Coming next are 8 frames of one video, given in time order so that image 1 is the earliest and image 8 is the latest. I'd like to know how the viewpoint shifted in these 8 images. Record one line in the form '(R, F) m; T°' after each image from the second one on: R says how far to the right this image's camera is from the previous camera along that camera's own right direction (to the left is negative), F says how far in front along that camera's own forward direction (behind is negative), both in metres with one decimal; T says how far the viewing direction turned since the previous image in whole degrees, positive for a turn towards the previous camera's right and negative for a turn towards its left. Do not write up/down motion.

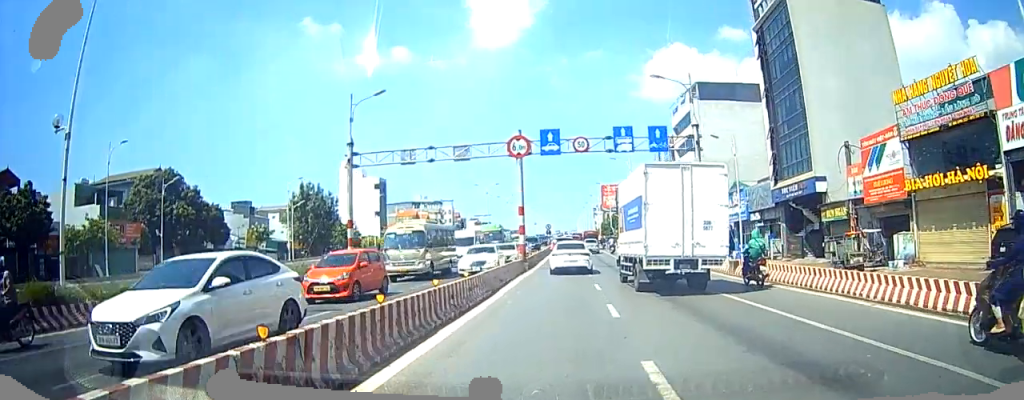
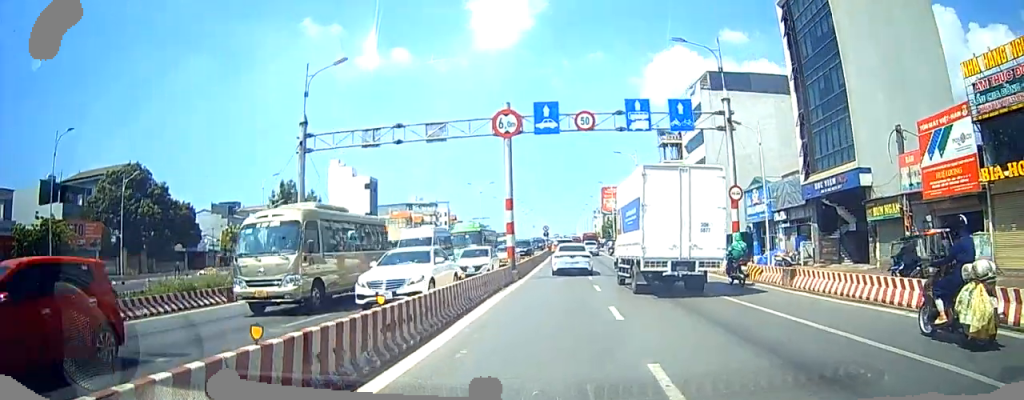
(0.0, +5.2) m; +1°
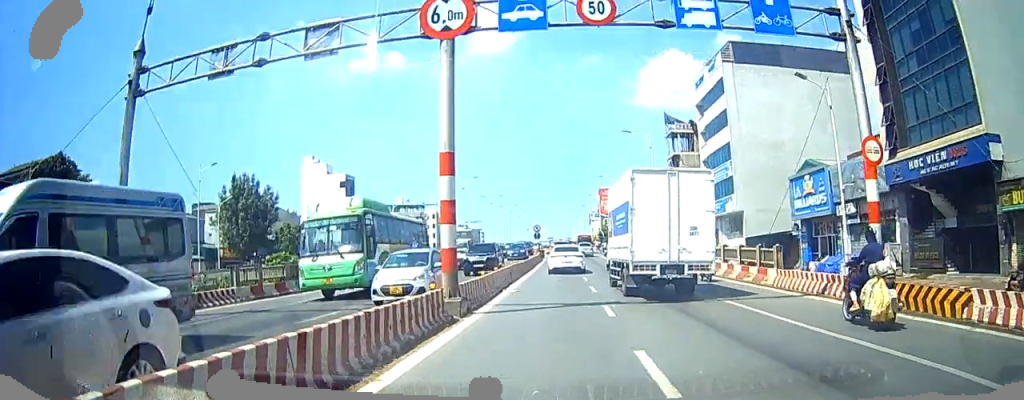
(+0.1, +10.2) m; +1°
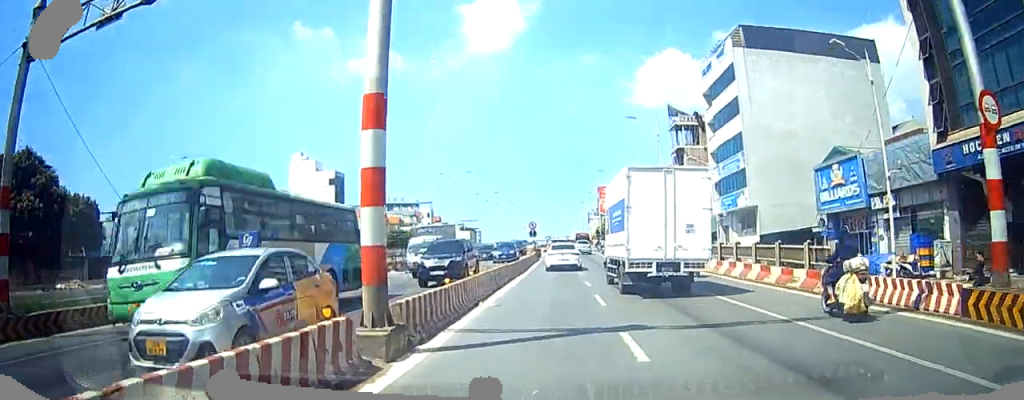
(0.0, +4.4) m; 0°
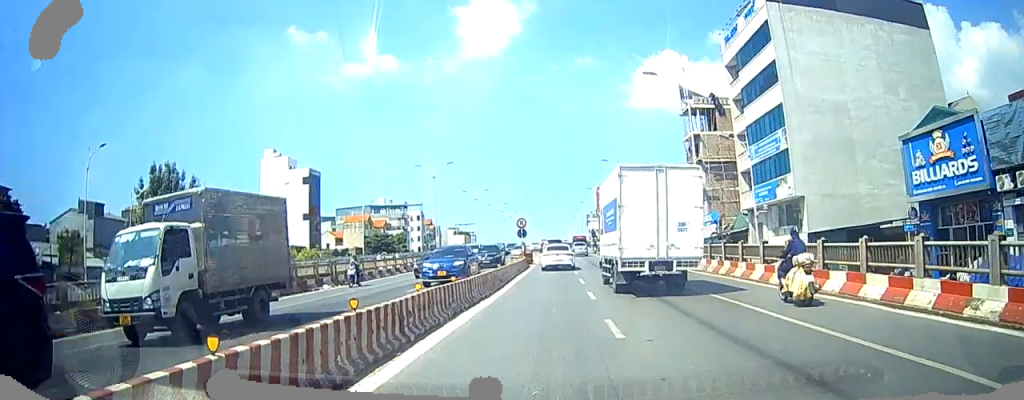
(-0.1, +9.6) m; -1°
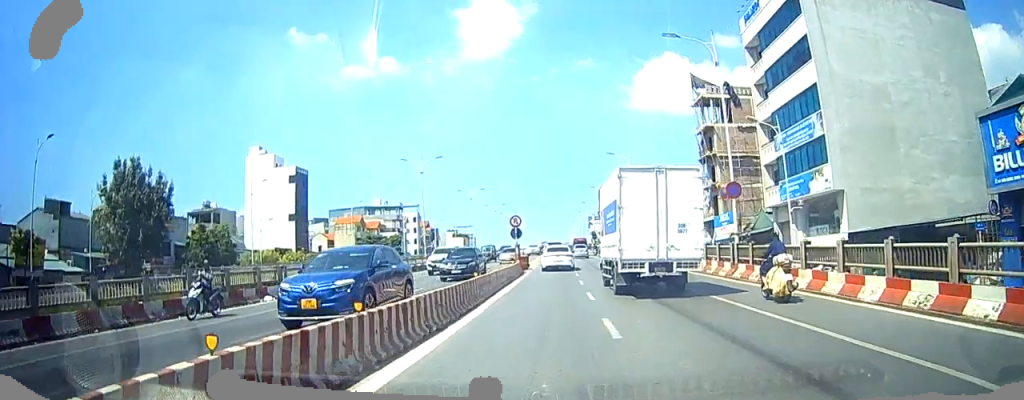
(-0.1, +5.3) m; 0°
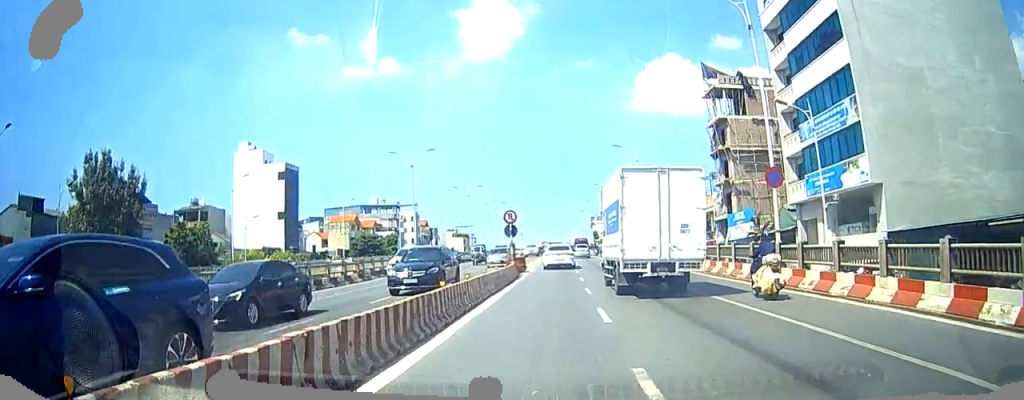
(0.0, +4.0) m; 0°
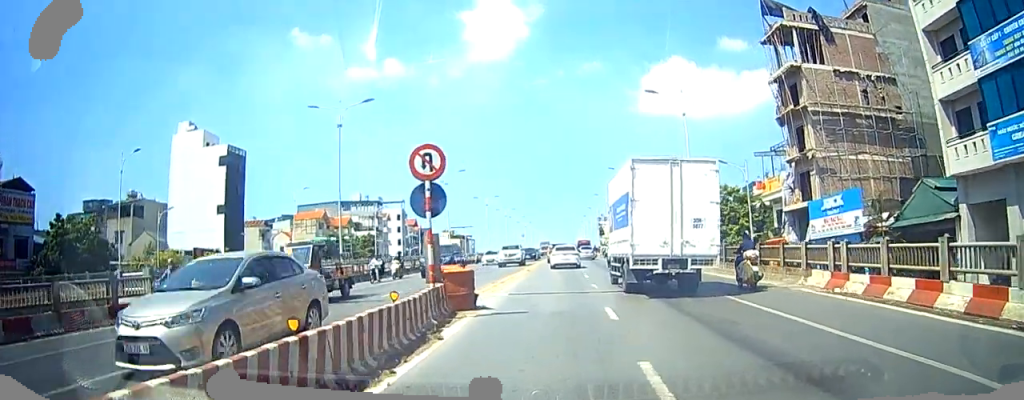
(0.0, +17.6) m; 0°
